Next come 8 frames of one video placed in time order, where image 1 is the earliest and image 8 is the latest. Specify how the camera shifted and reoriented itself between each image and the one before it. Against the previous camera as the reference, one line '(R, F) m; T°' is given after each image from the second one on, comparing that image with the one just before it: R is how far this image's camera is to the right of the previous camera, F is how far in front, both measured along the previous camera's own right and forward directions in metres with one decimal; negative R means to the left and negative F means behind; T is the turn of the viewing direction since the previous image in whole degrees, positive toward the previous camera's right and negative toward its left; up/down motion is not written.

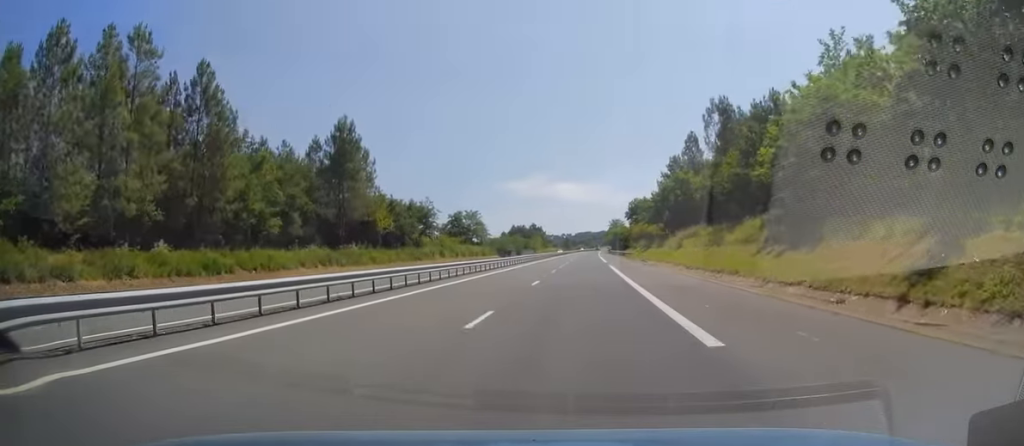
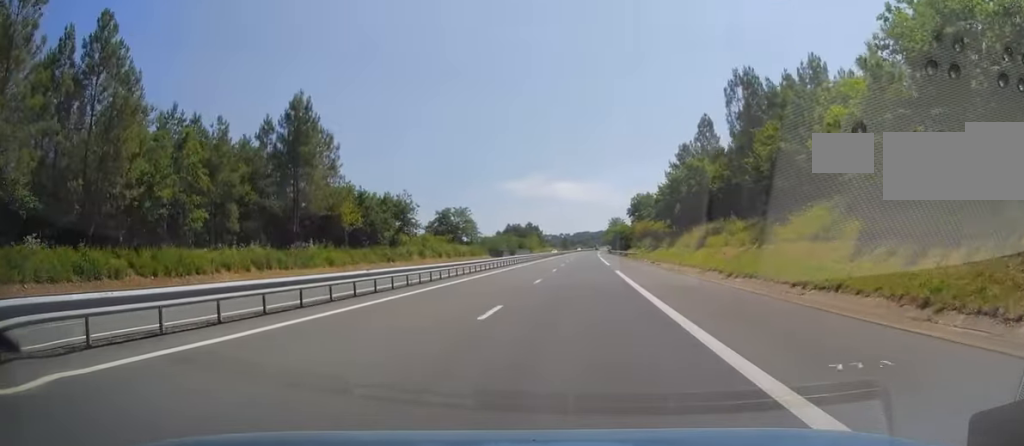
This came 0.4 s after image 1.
(0.0, +11.8) m; 0°
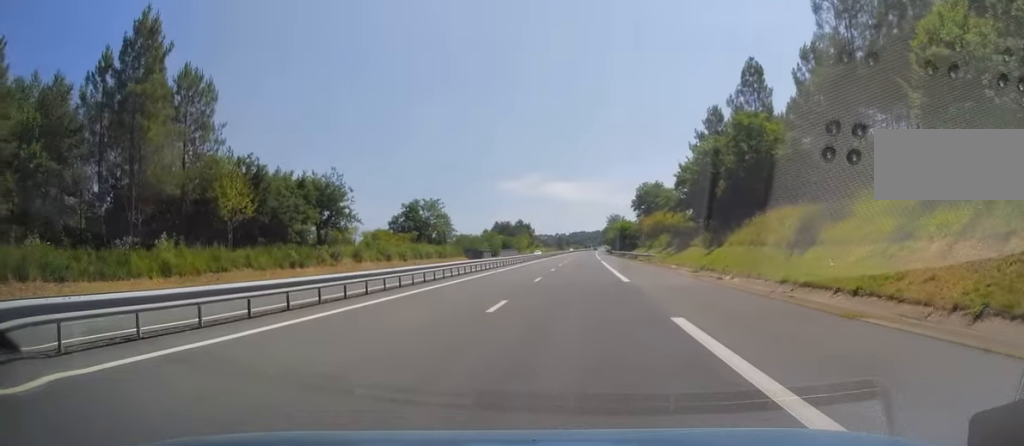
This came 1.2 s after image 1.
(+0.3, +24.5) m; +1°
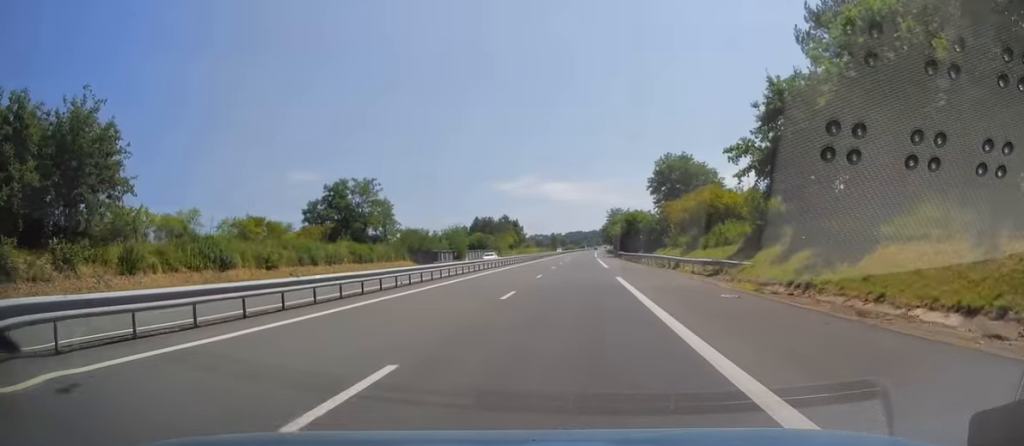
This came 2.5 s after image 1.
(0.0, +35.8) m; 0°
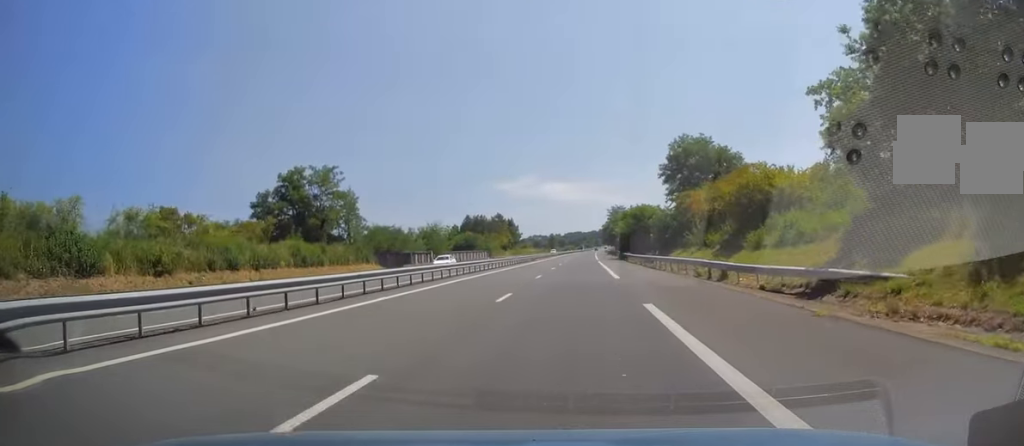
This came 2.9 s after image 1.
(0.0, +13.7) m; 0°
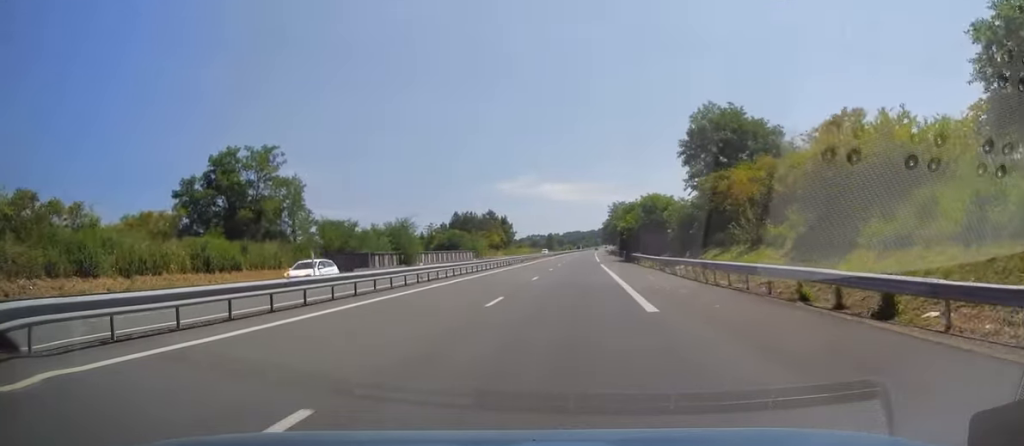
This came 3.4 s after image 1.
(0.0, +14.7) m; 0°
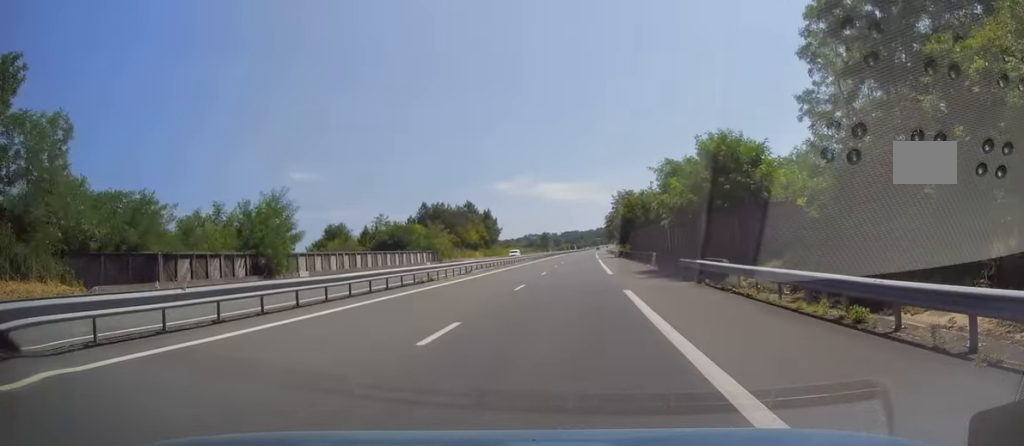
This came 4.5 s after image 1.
(+0.2, +32.3) m; 0°
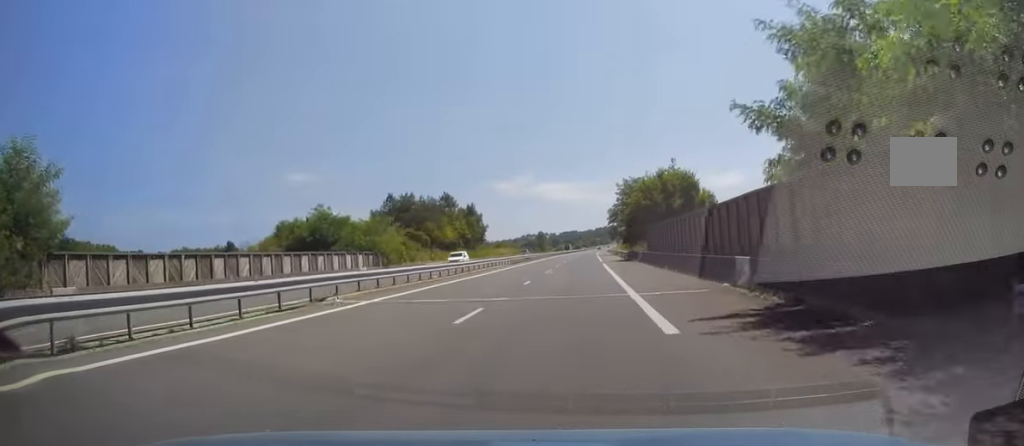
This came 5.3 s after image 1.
(-0.2, +23.5) m; -1°
